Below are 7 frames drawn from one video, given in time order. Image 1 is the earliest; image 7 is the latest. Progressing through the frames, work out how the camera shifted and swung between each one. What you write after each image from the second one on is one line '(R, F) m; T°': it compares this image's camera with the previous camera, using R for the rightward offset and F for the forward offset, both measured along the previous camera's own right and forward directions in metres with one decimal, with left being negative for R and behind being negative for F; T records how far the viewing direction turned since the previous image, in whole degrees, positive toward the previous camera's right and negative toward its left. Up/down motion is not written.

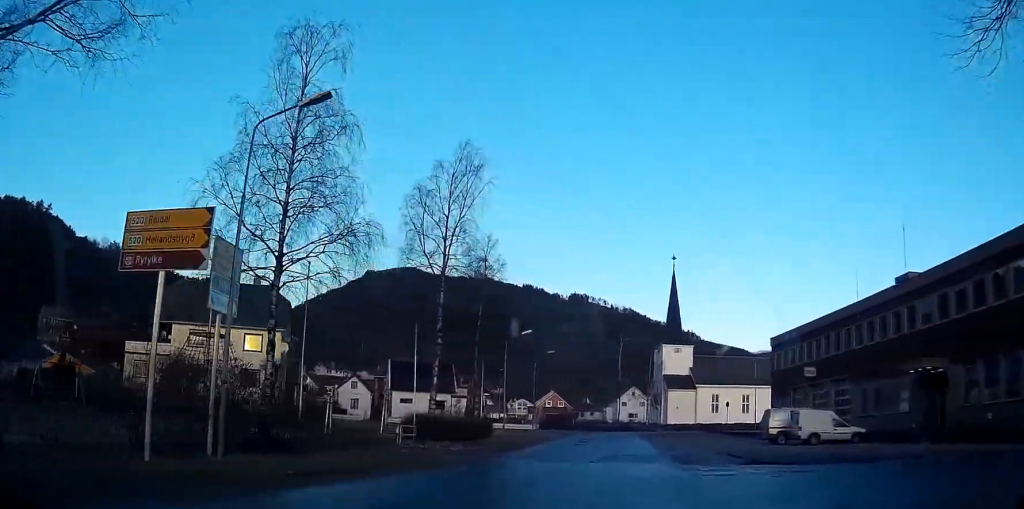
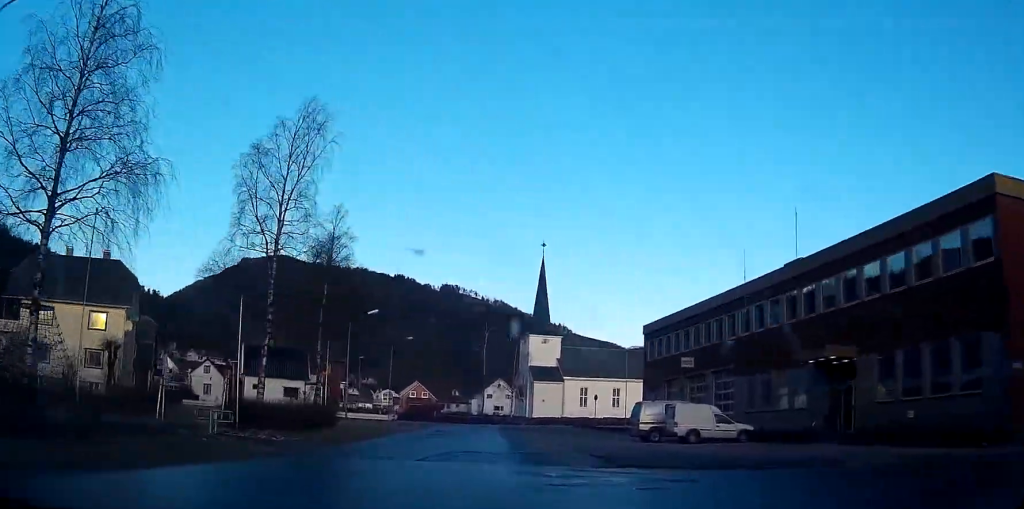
(+0.7, +5.5) m; +17°
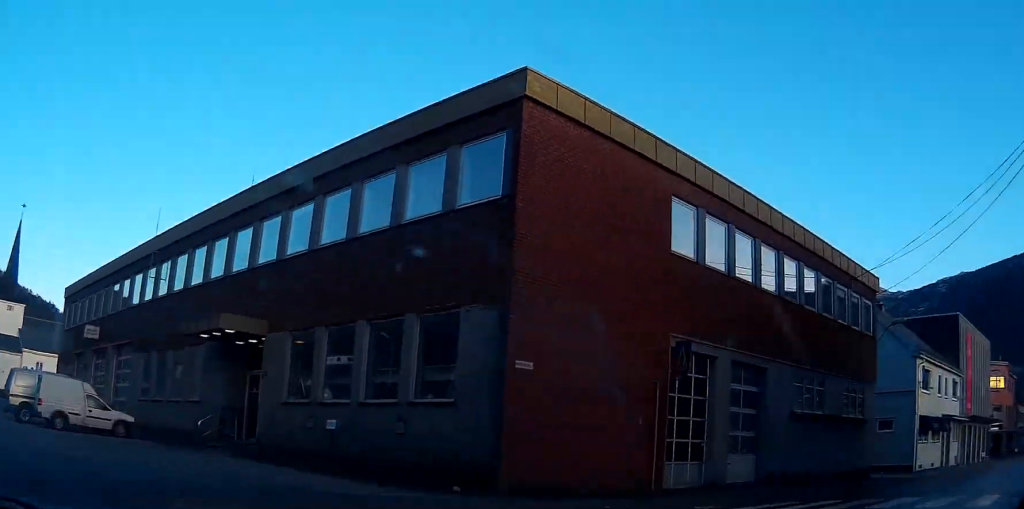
(+3.7, +10.0) m; +45°
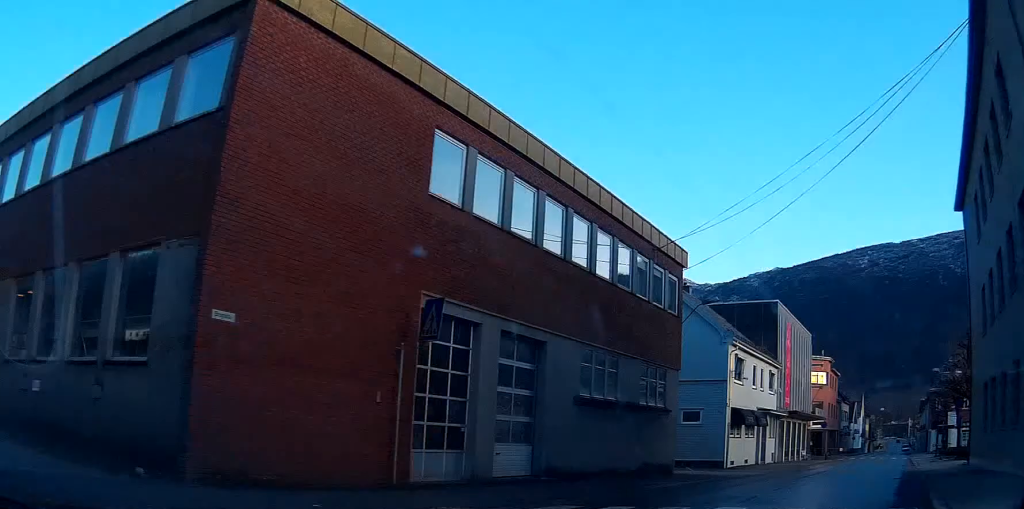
(+0.9, +3.7) m; +12°
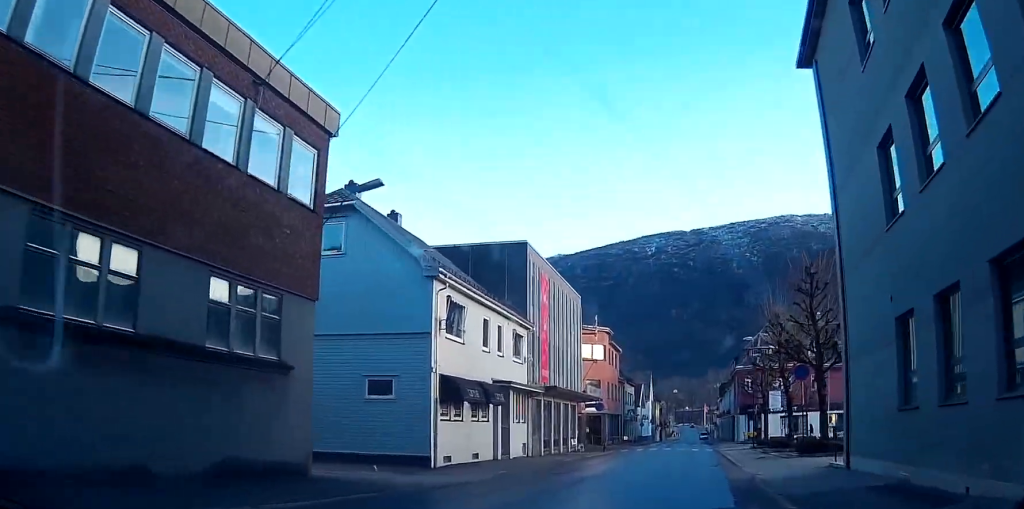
(+2.5, +13.9) m; +4°
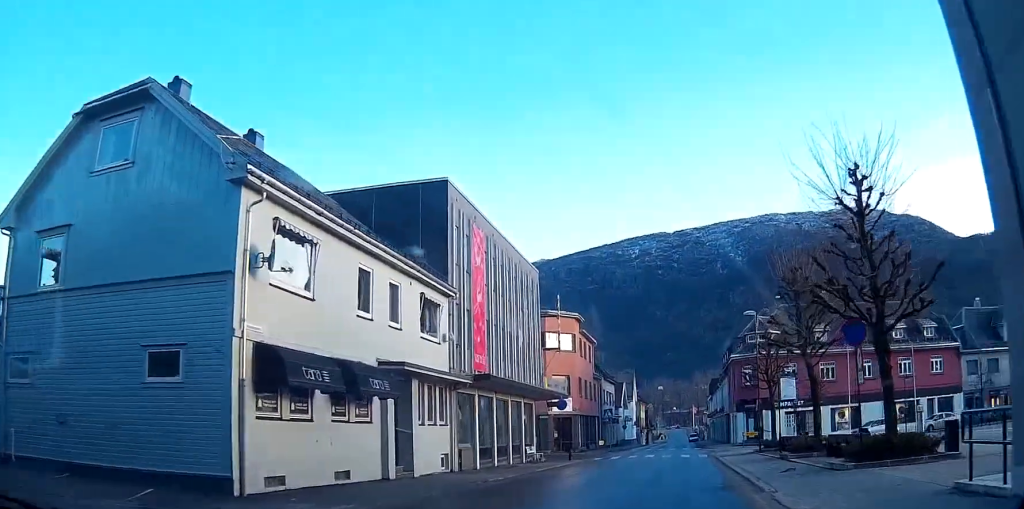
(-1.4, +11.9) m; -4°
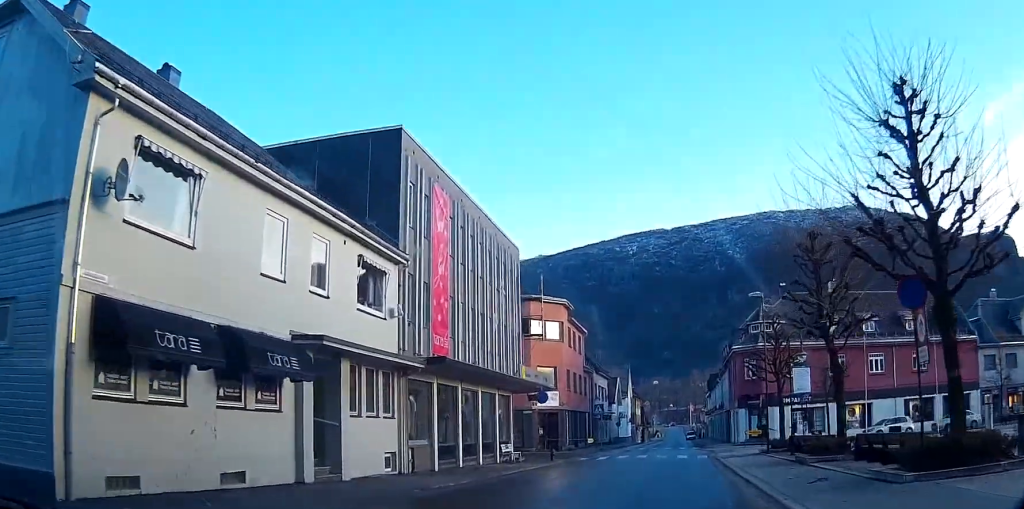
(-0.1, +5.3) m; +3°
